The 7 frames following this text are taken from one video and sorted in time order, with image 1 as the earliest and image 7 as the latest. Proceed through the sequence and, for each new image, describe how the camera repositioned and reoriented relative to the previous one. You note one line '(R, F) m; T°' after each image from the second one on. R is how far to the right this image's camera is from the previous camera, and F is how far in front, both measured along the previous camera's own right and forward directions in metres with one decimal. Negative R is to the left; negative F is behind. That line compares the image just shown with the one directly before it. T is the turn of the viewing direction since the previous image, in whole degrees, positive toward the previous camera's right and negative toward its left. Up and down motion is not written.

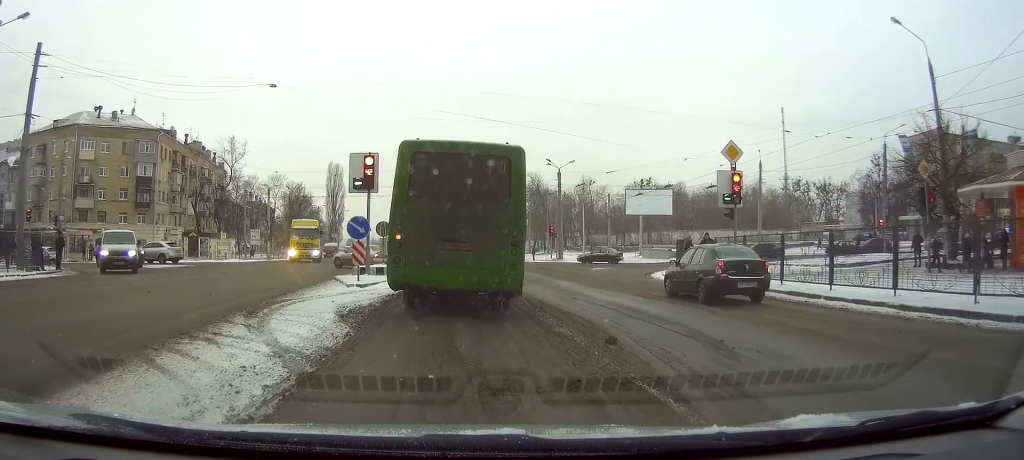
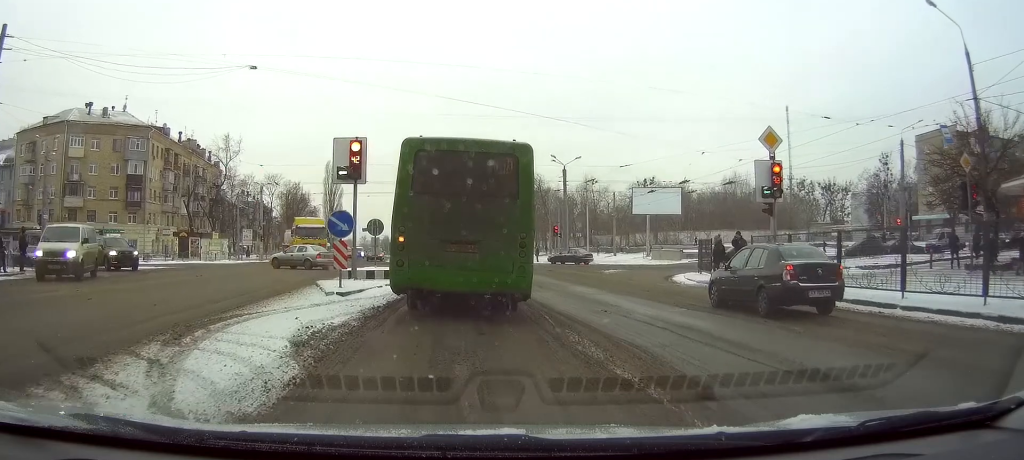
(-0.1, +3.3) m; +1°
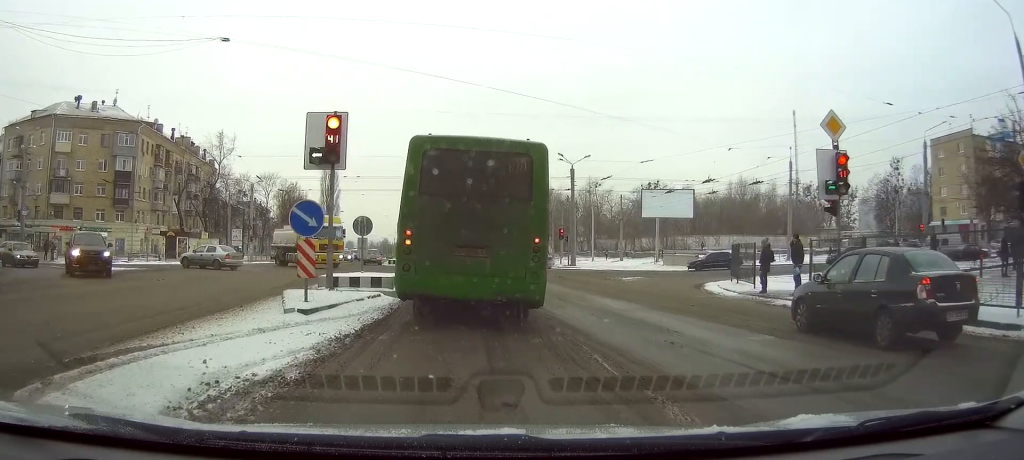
(+0.1, +4.0) m; +1°
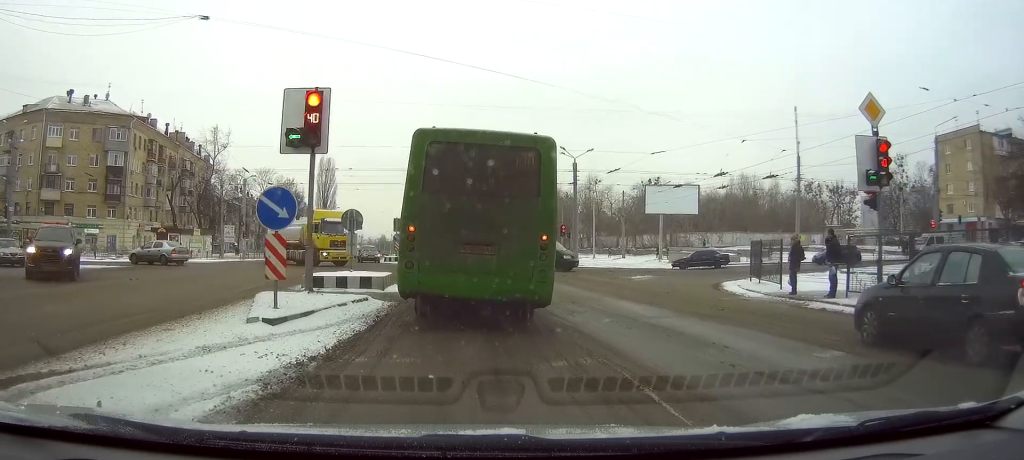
(0.0, +2.1) m; +1°
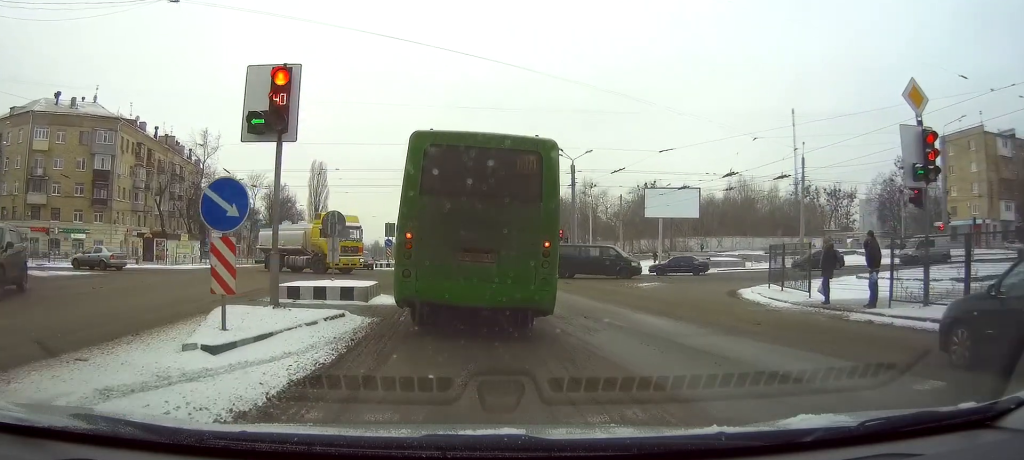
(0.0, +2.2) m; 0°
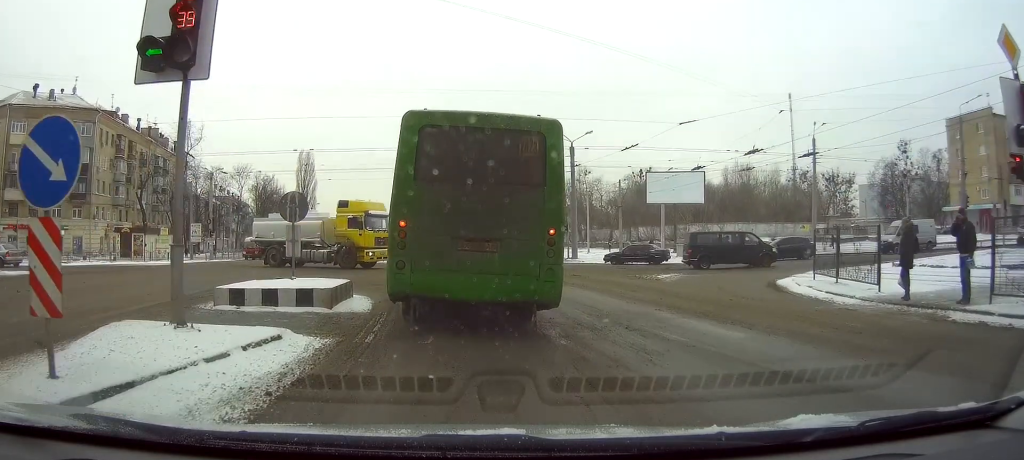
(0.0, +3.8) m; 0°
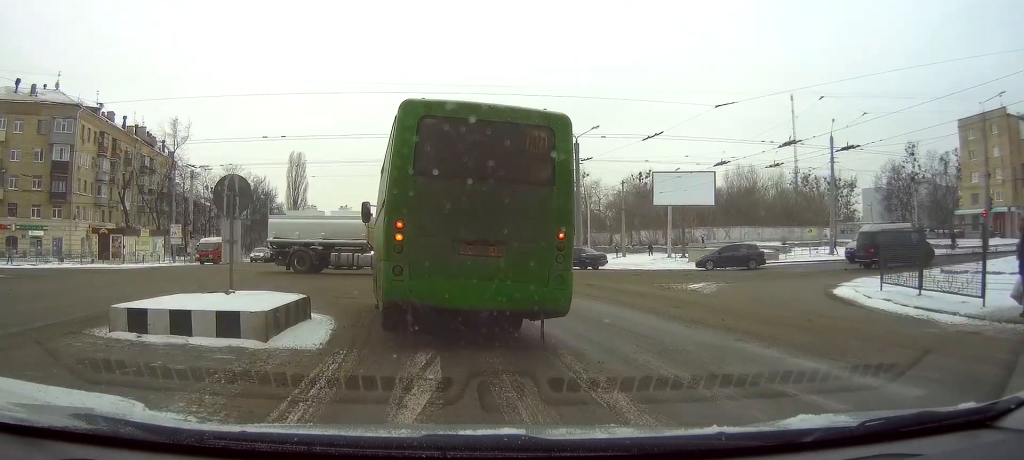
(0.0, +4.1) m; 0°
